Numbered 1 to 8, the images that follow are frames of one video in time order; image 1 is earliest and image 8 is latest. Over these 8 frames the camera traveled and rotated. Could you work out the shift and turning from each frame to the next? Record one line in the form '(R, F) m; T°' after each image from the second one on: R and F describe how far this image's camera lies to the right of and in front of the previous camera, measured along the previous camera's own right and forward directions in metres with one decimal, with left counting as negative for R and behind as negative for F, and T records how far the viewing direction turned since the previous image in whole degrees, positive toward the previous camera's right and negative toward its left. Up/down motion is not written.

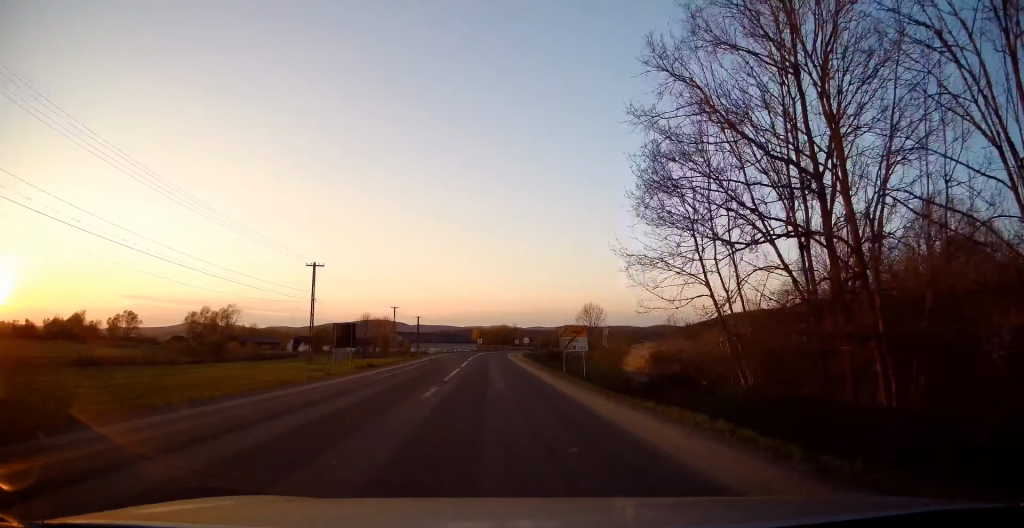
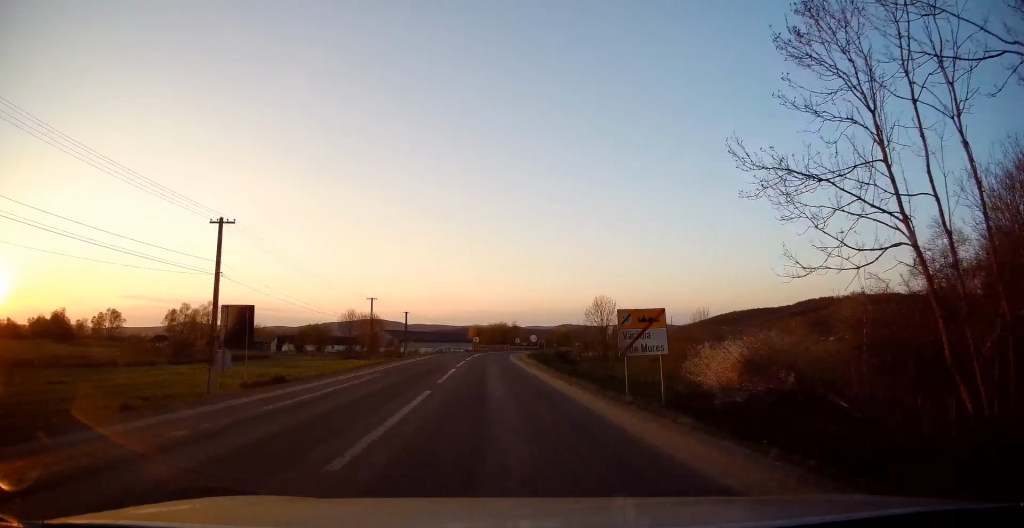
(0.0, +13.3) m; 0°
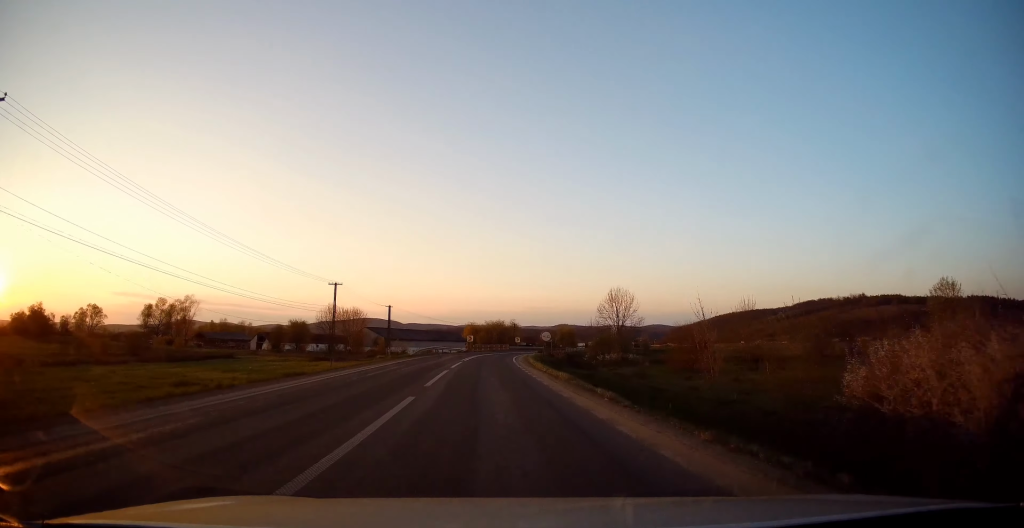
(+0.2, +14.0) m; 0°
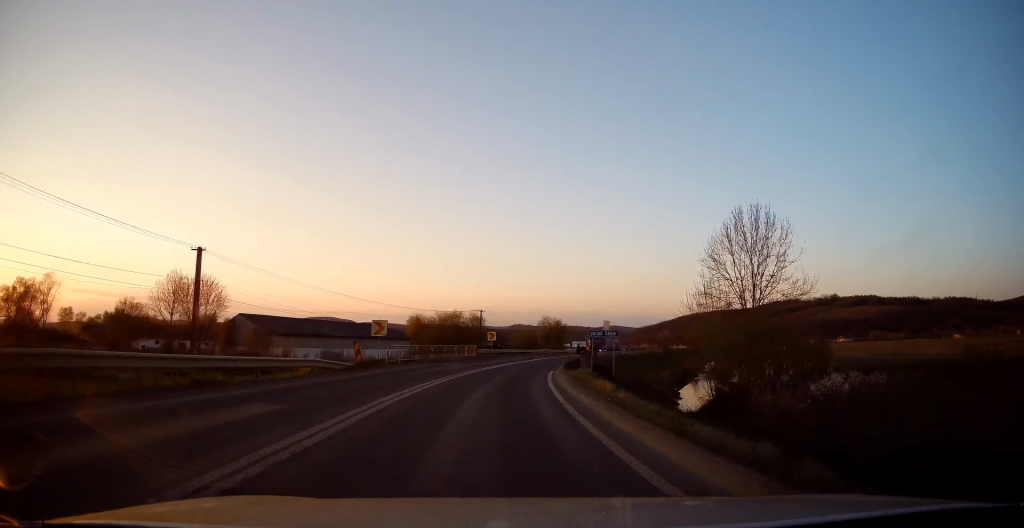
(+0.7, +51.5) m; +4°
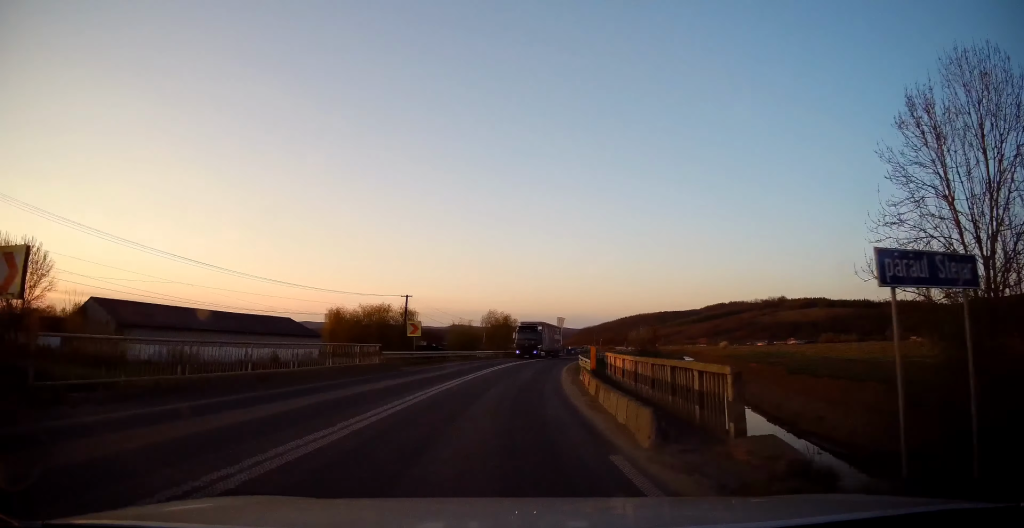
(+1.0, +22.4) m; +5°
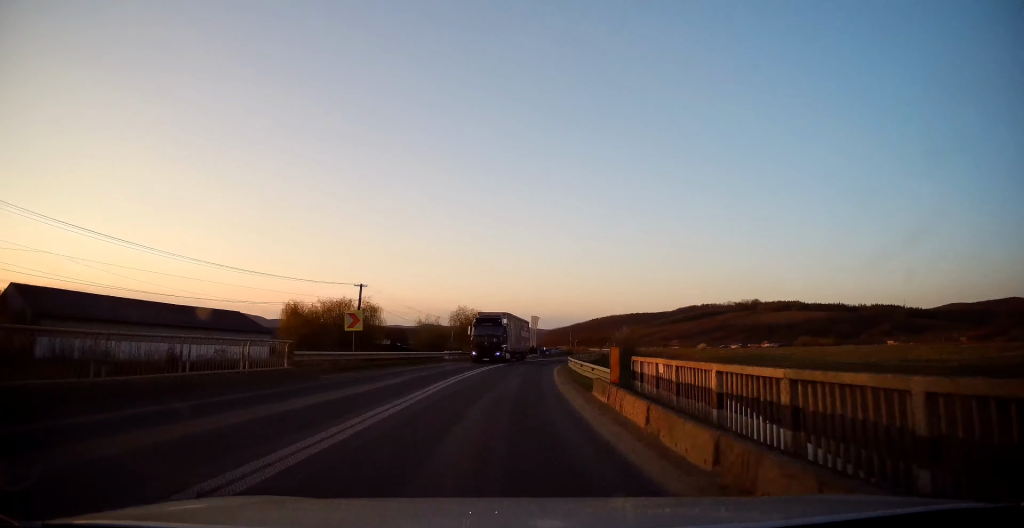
(-0.1, +8.5) m; +2°
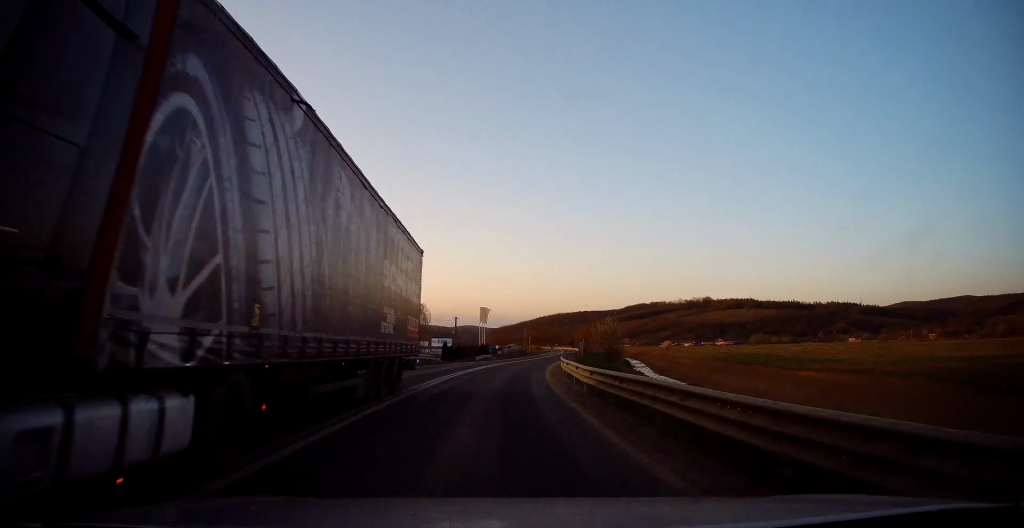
(+1.4, +22.3) m; +7°
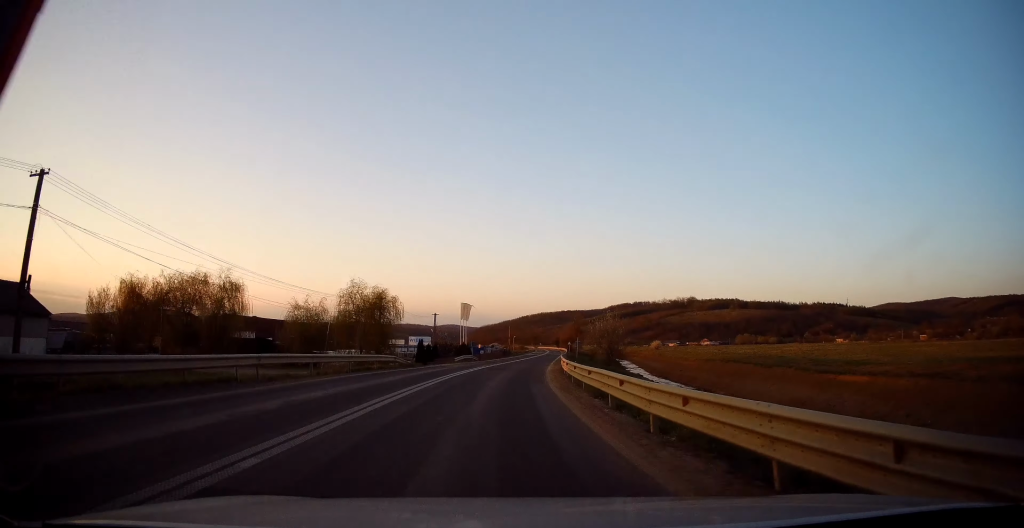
(+0.4, +8.1) m; +2°
